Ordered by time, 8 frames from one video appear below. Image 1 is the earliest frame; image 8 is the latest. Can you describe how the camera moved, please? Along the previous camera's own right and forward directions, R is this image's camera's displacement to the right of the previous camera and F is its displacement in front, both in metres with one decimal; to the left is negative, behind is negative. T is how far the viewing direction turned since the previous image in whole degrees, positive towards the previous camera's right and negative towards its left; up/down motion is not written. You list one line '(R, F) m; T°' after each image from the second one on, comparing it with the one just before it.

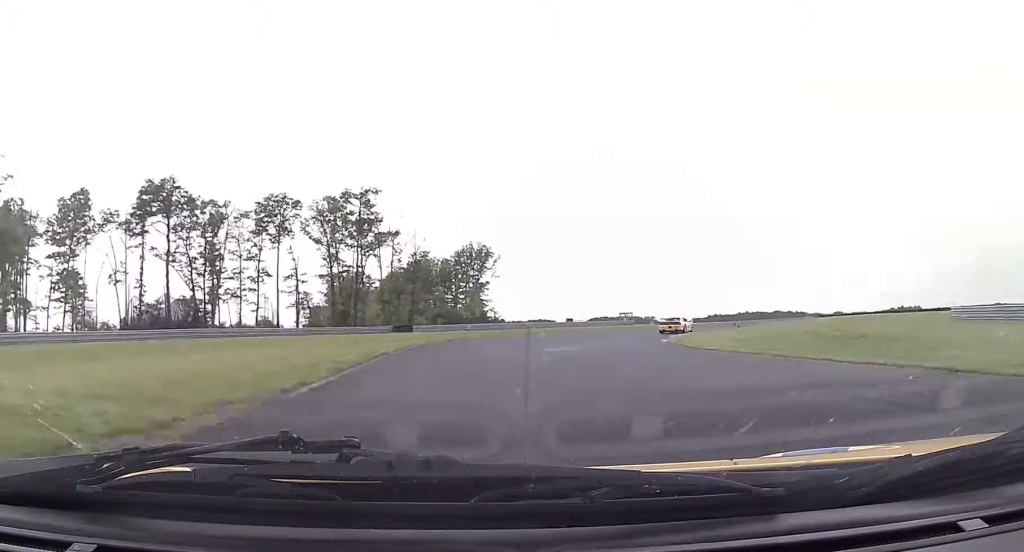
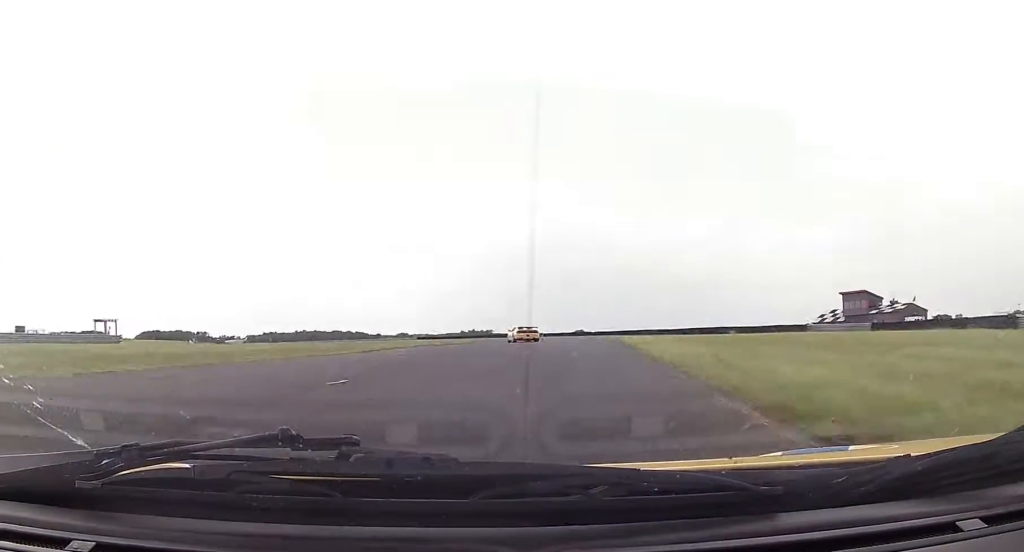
(+18.8, +63.2) m; +32°
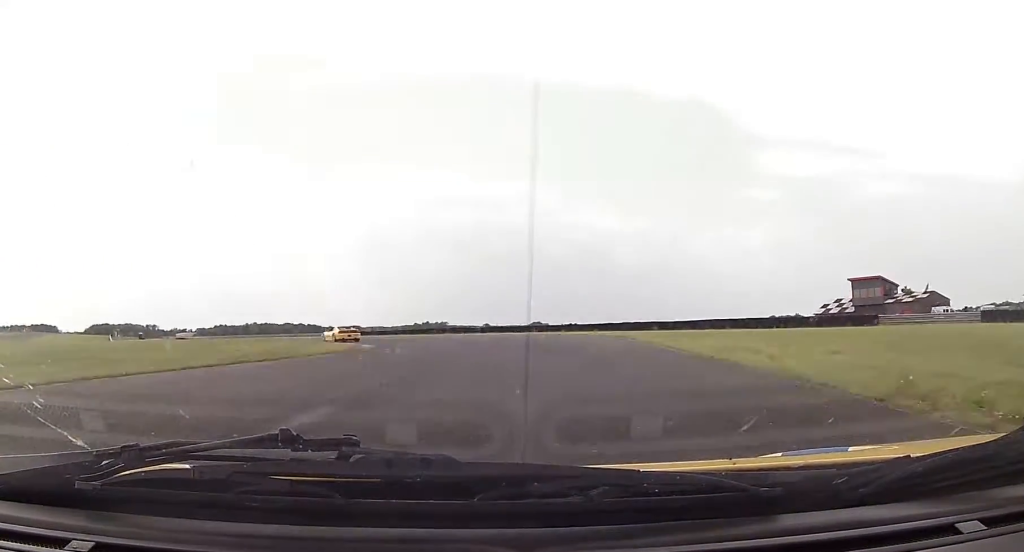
(+3.0, +28.0) m; +4°
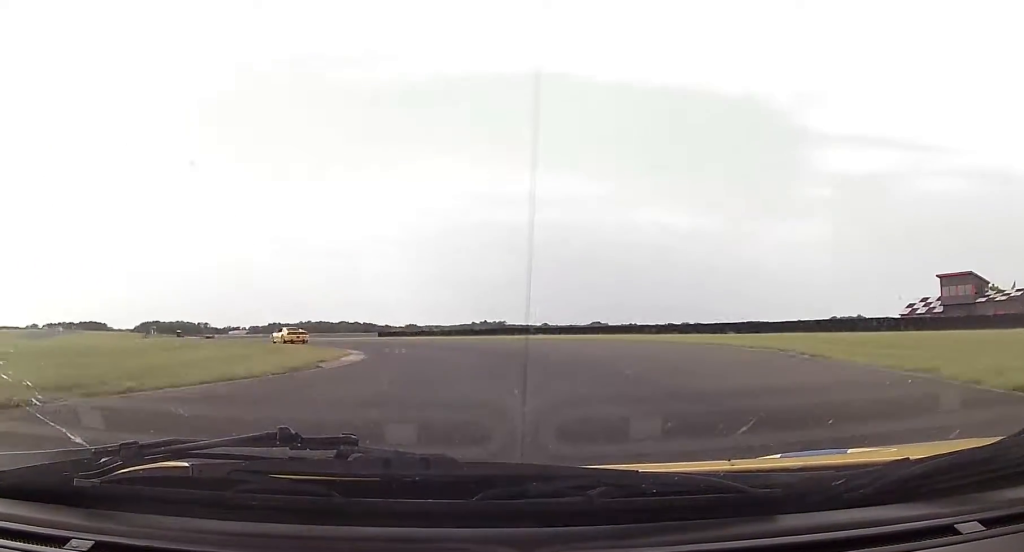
(+0.2, +13.5) m; -2°
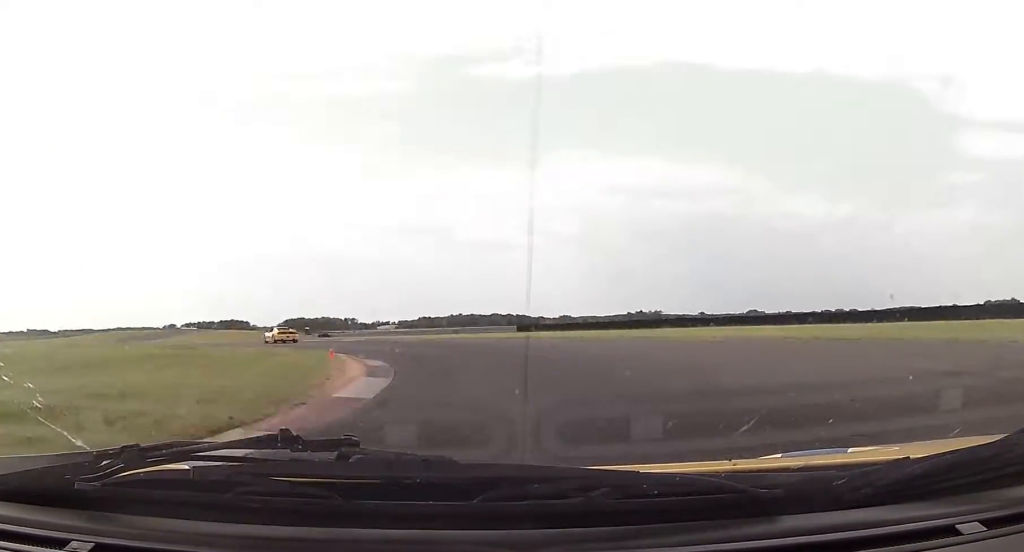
(-0.4, +18.7) m; -9°
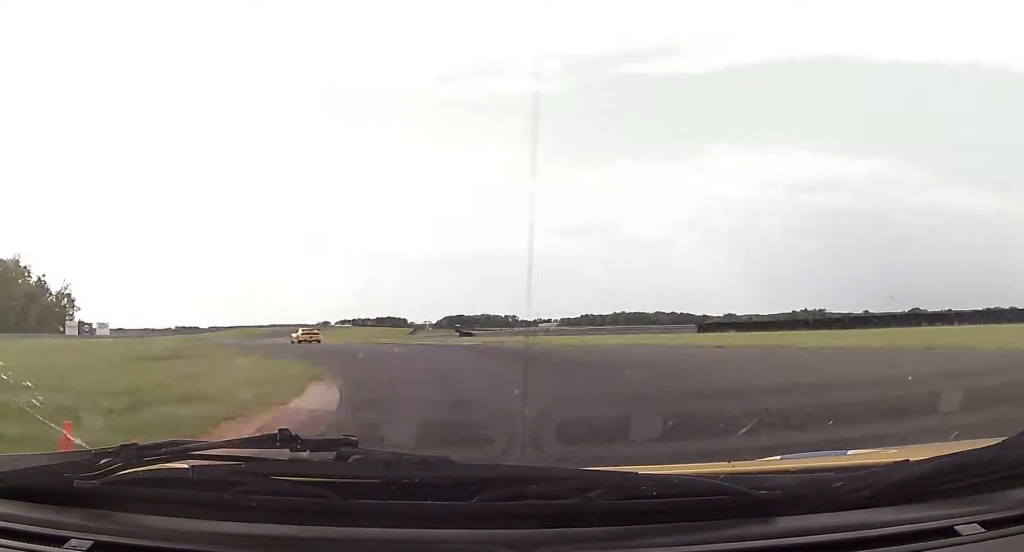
(-2.2, +16.7) m; -12°
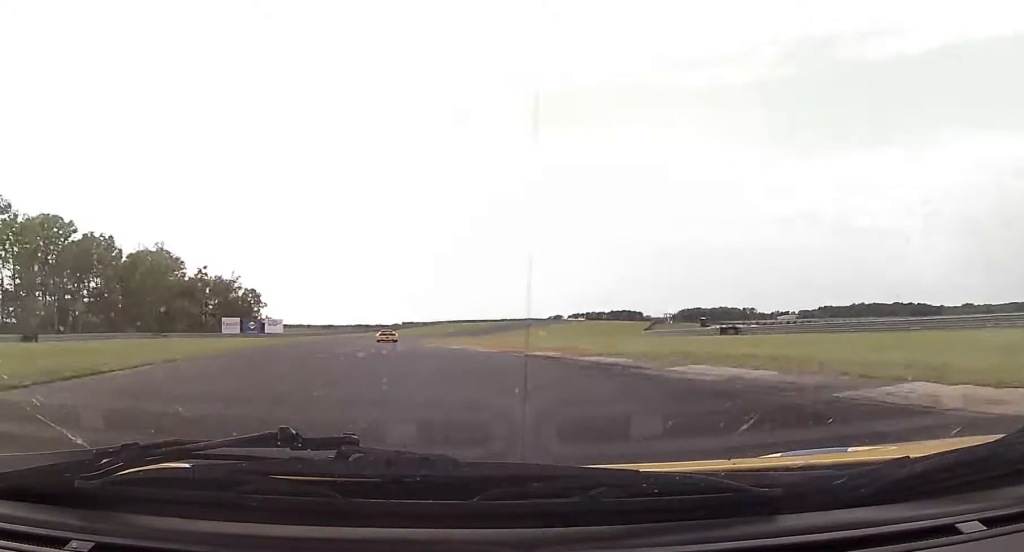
(-5.6, +29.3) m; -20°
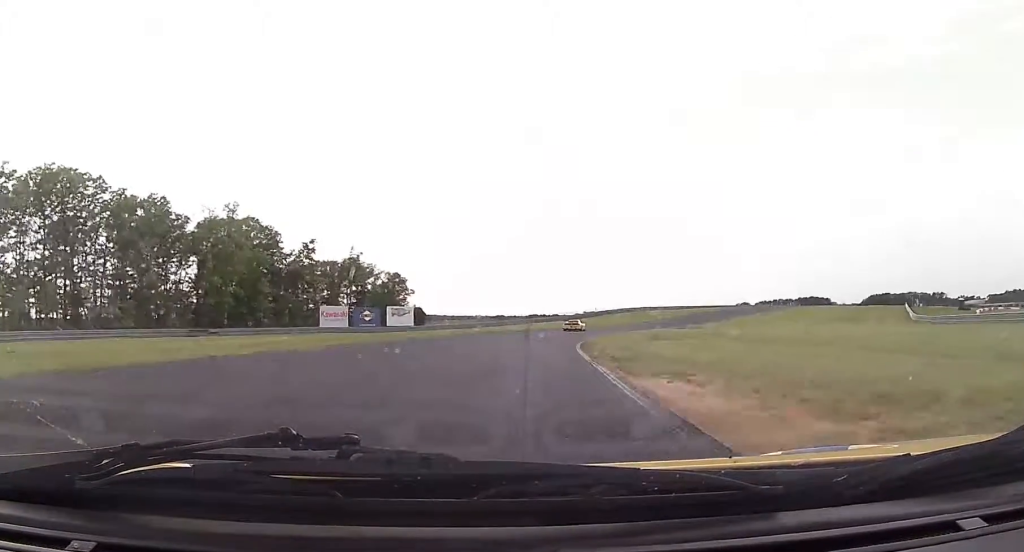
(-6.8, +41.2) m; -14°
